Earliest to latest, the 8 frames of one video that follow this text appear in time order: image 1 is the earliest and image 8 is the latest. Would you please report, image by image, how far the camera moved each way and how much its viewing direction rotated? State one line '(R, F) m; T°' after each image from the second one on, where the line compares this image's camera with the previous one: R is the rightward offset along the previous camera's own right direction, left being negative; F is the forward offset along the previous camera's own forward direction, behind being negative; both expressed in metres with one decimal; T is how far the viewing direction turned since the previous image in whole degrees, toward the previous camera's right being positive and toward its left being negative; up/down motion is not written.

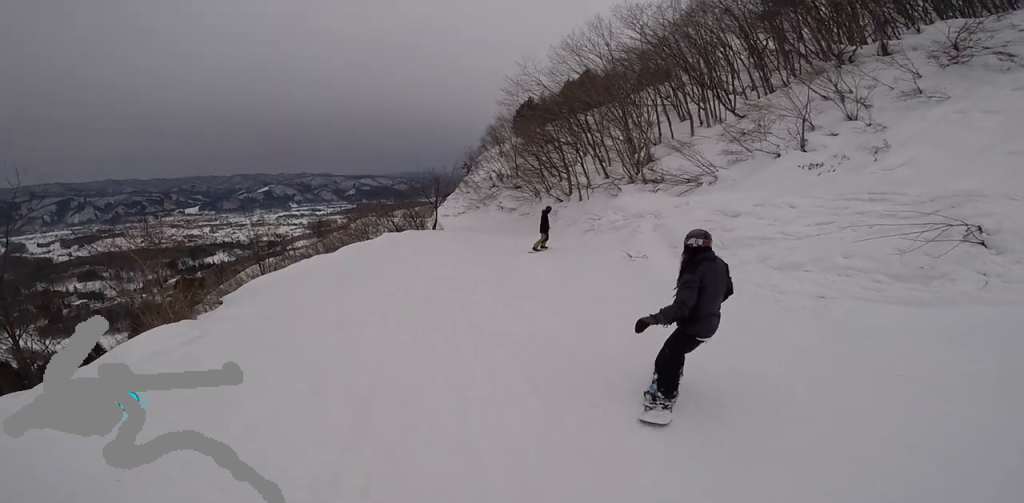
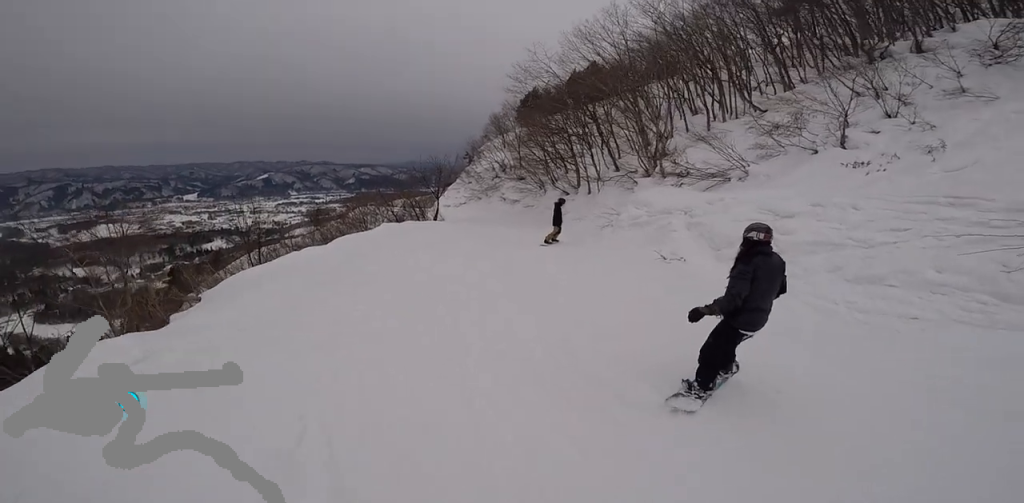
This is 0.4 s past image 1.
(-0.6, +1.1) m; +8°
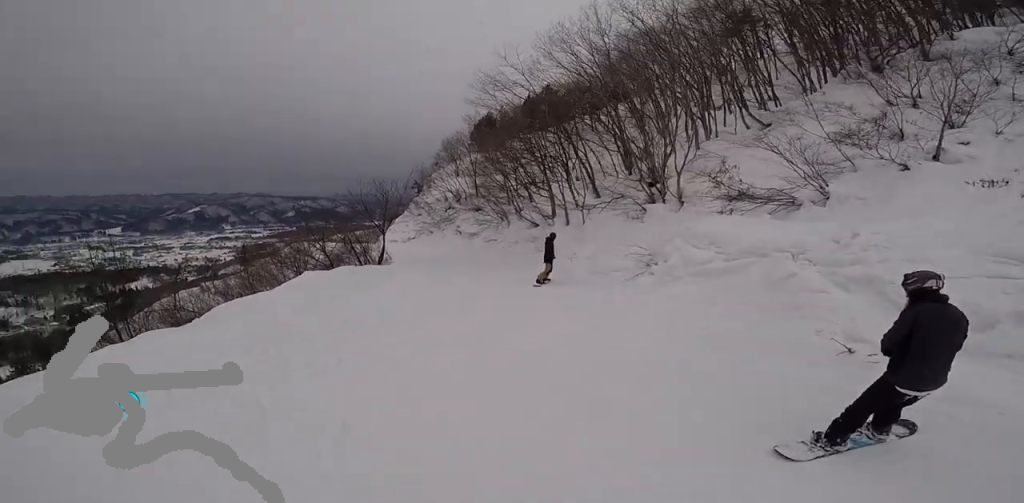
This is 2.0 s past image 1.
(+1.7, +4.2) m; +23°
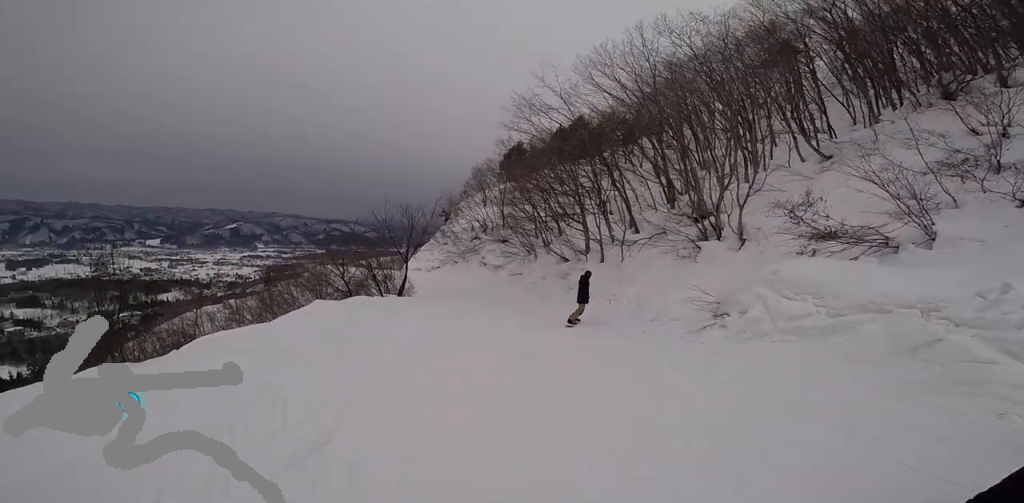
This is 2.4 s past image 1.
(-0.5, +1.6) m; 0°
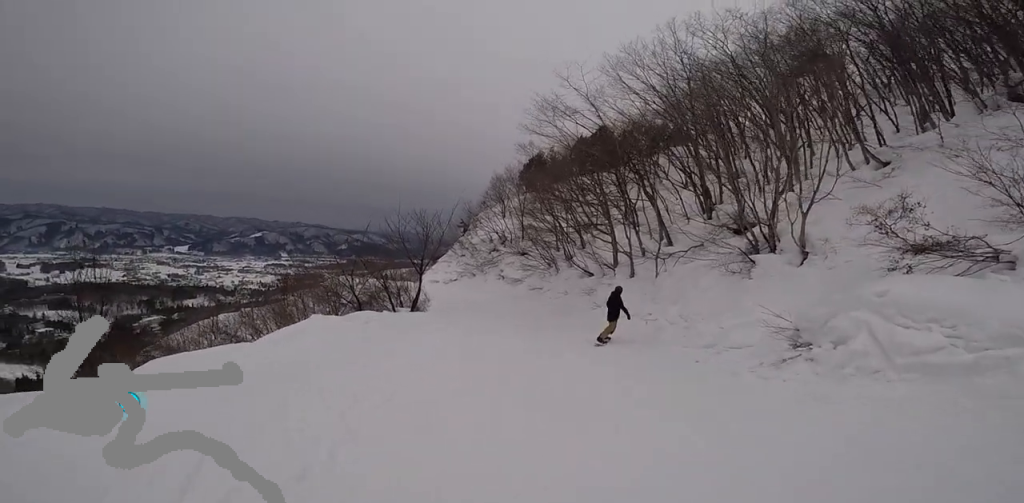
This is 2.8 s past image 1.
(-0.2, +1.5) m; +1°
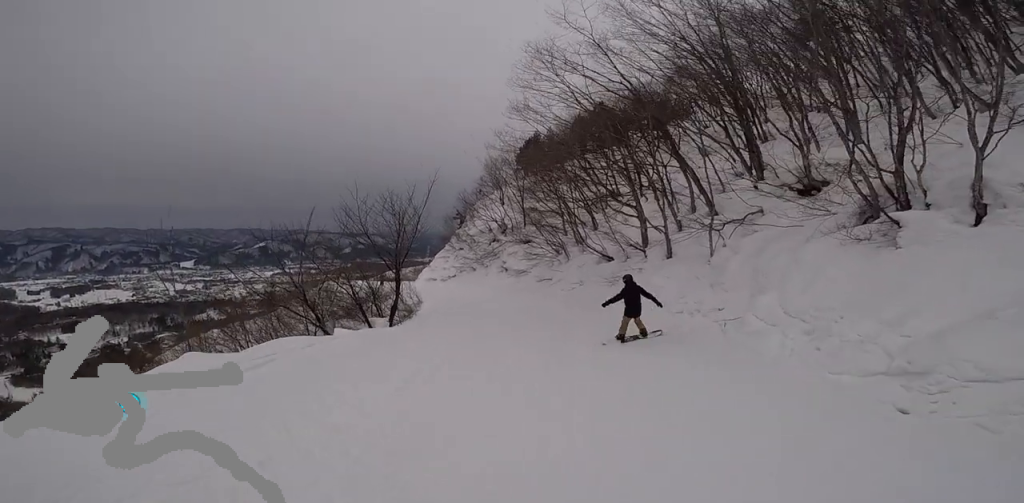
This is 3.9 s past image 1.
(+0.8, +4.4) m; +6°
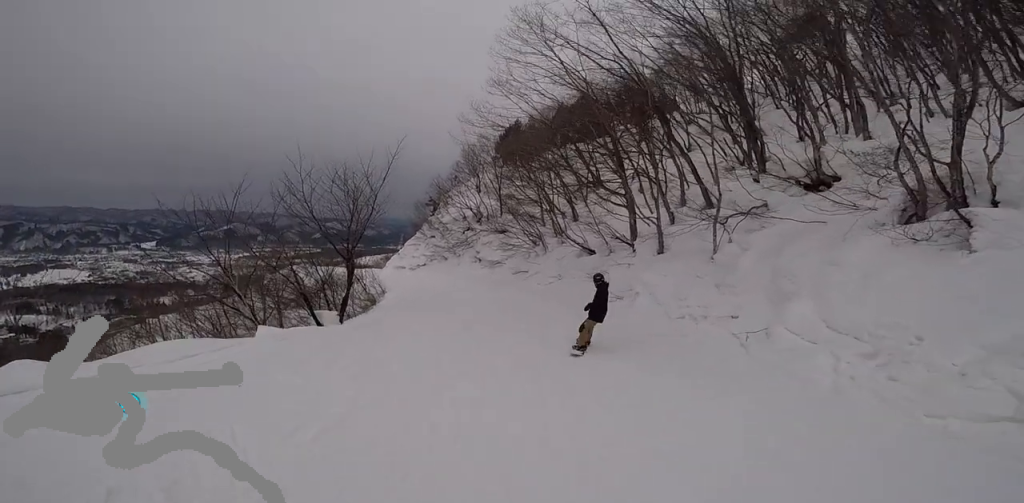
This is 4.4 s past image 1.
(-0.3, +2.0) m; 0°
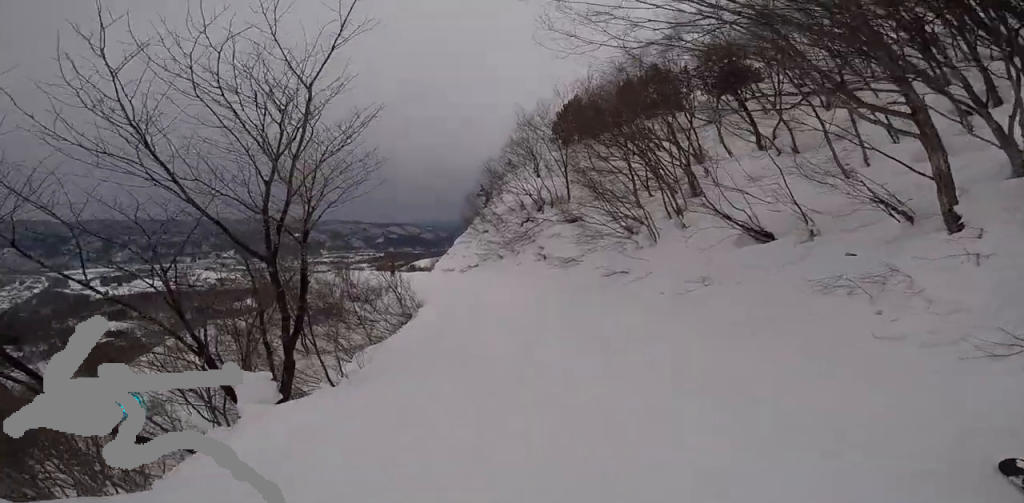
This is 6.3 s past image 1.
(-0.6, +8.3) m; -11°
